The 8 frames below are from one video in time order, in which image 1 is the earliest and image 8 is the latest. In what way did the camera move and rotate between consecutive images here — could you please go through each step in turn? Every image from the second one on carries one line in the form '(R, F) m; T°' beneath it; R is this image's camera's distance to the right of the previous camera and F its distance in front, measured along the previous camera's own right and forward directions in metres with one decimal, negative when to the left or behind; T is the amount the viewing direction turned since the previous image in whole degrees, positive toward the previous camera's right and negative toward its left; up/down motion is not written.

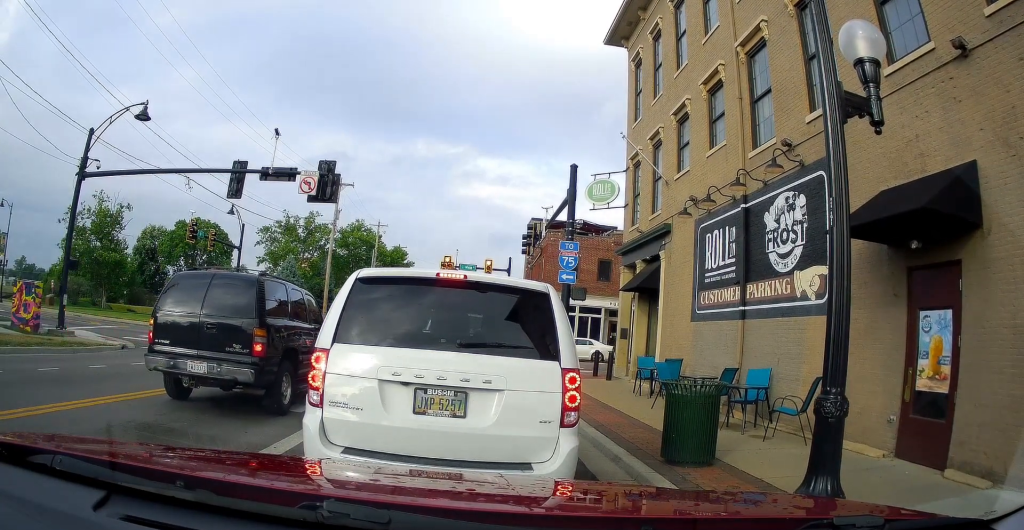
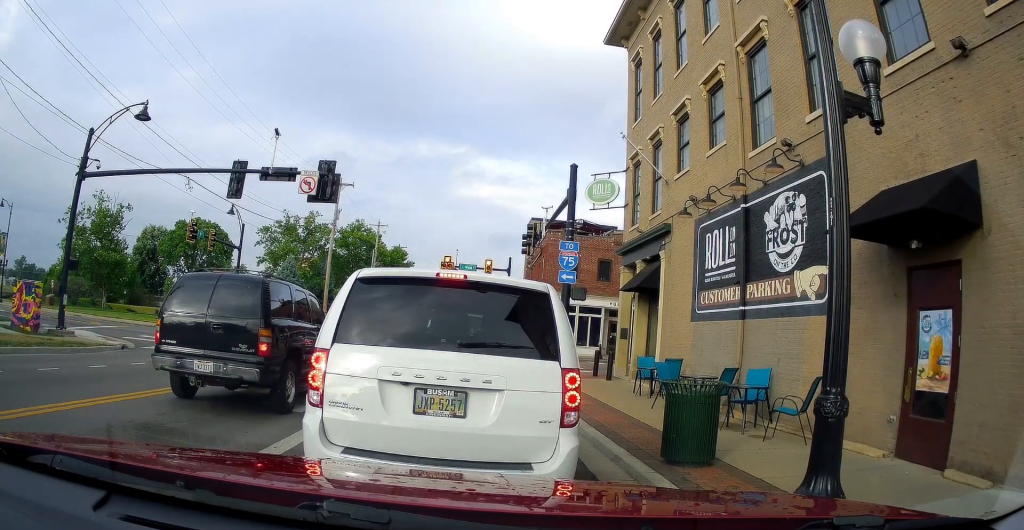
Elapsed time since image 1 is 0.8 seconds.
(+0.2, +0.2) m; 0°
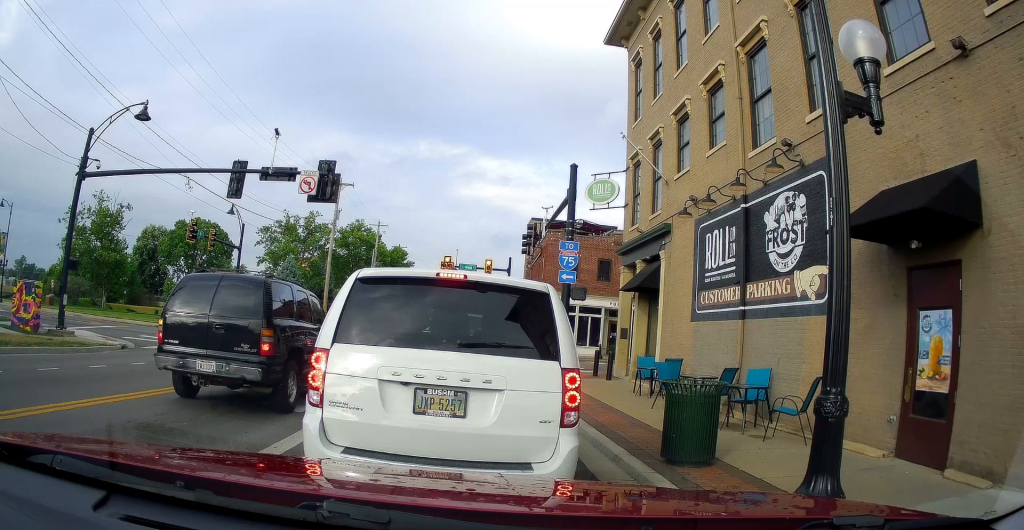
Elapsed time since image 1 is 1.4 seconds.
(0.0, 0.0) m; 0°
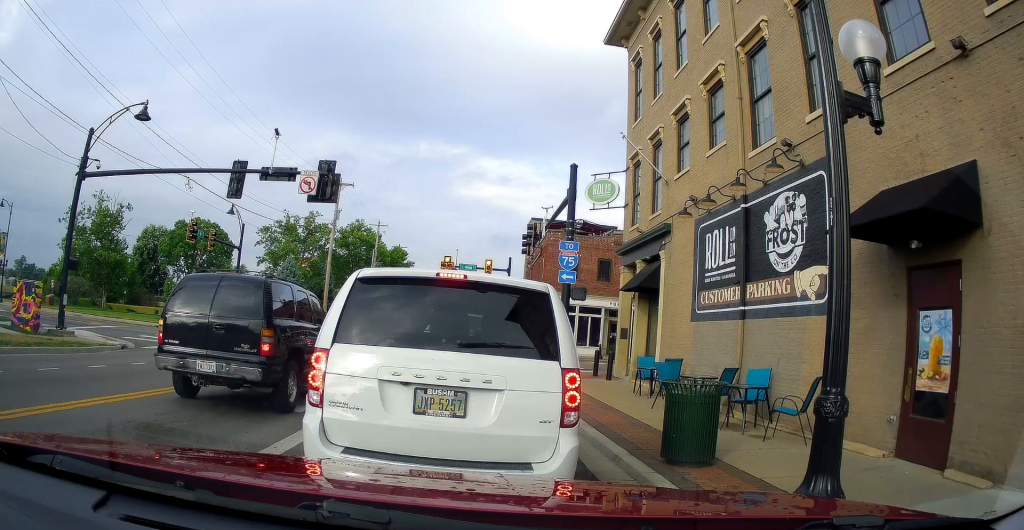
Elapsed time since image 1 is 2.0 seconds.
(0.0, 0.0) m; 0°
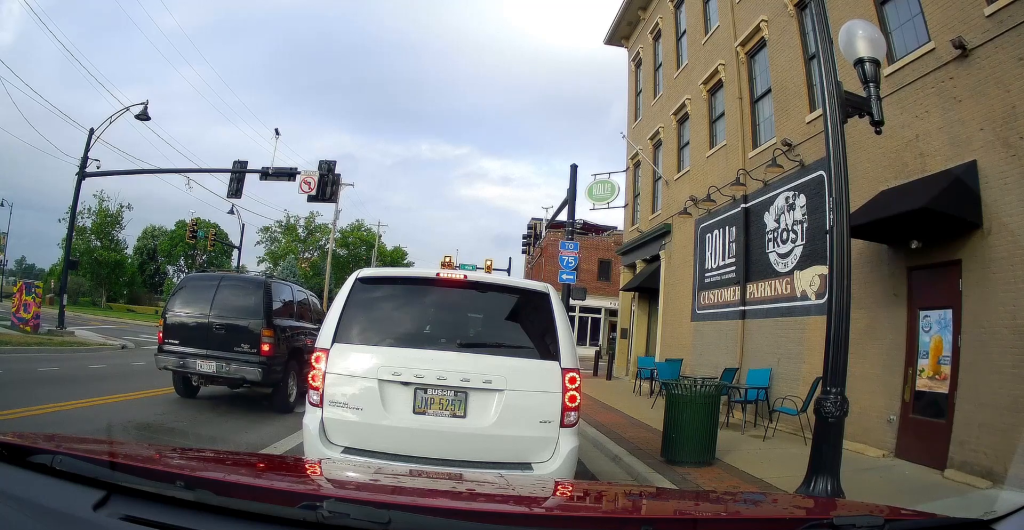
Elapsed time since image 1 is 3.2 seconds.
(0.0, 0.0) m; 0°
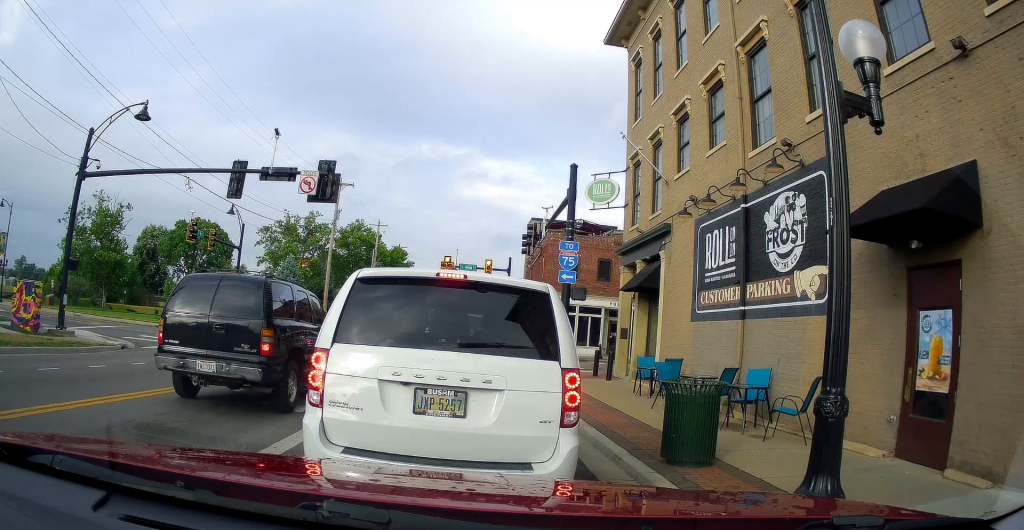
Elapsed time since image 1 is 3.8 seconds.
(0.0, 0.0) m; 0°
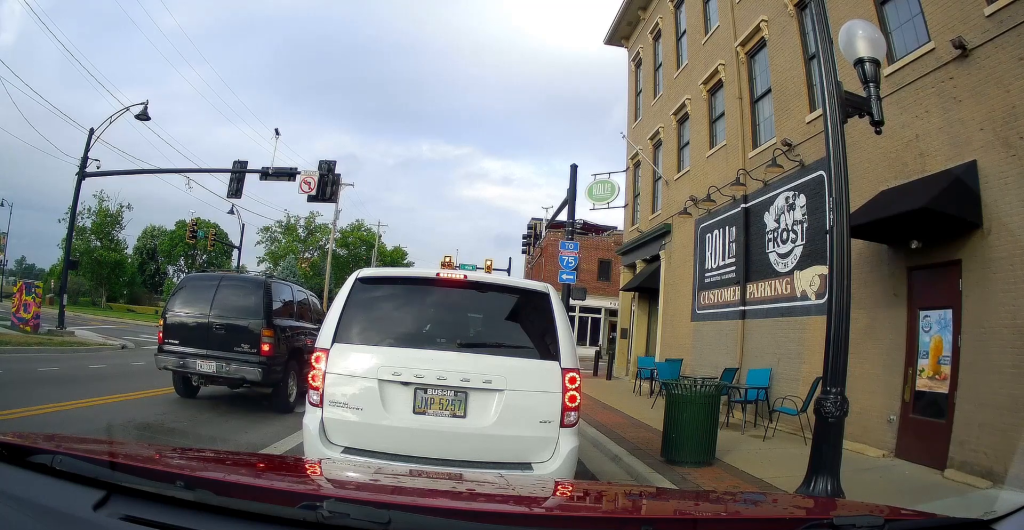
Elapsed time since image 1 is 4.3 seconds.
(0.0, 0.0) m; 0°
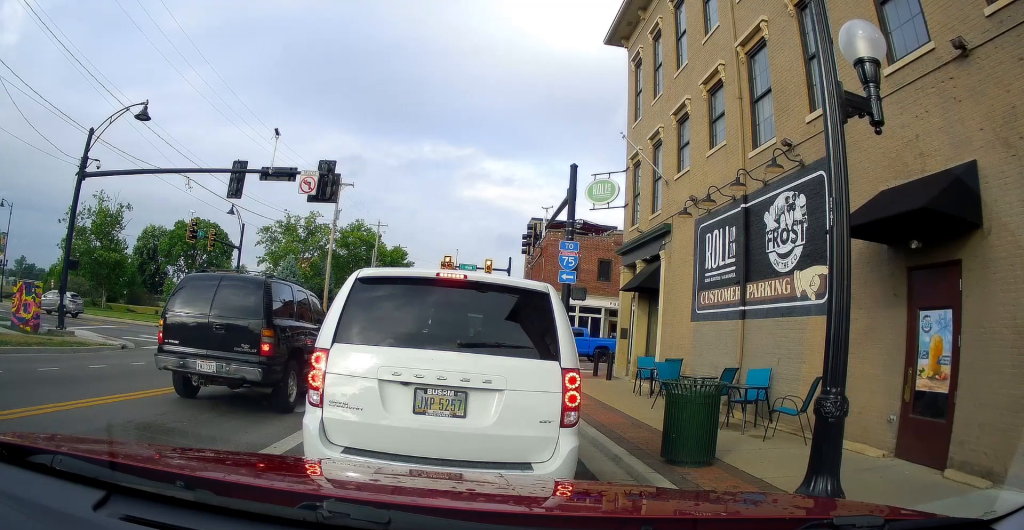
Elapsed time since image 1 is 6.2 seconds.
(0.0, 0.0) m; 0°
